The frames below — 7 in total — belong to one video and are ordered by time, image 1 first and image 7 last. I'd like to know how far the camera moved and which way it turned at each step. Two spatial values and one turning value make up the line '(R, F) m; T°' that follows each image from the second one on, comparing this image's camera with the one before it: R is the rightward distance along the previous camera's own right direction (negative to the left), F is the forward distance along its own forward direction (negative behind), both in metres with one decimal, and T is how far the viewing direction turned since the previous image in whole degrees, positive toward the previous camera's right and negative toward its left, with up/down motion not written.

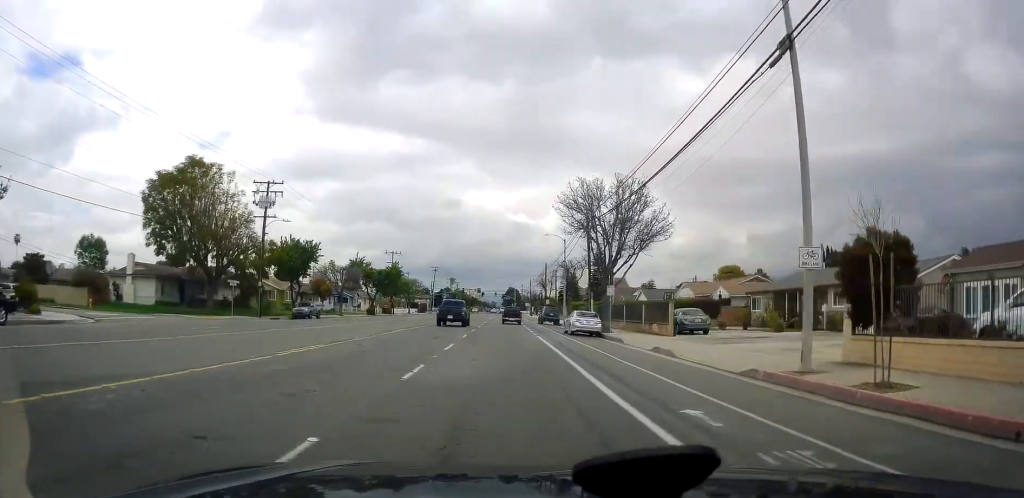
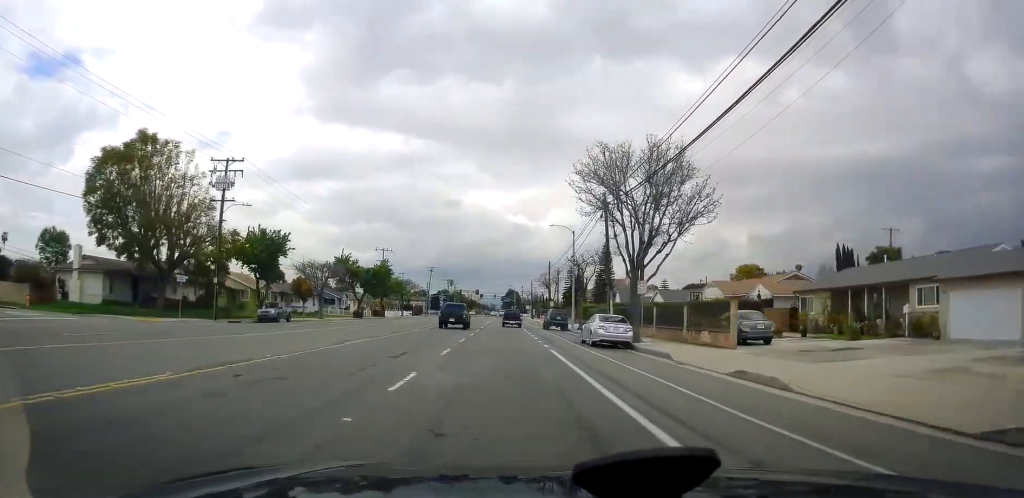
(+0.2, +8.4) m; 0°
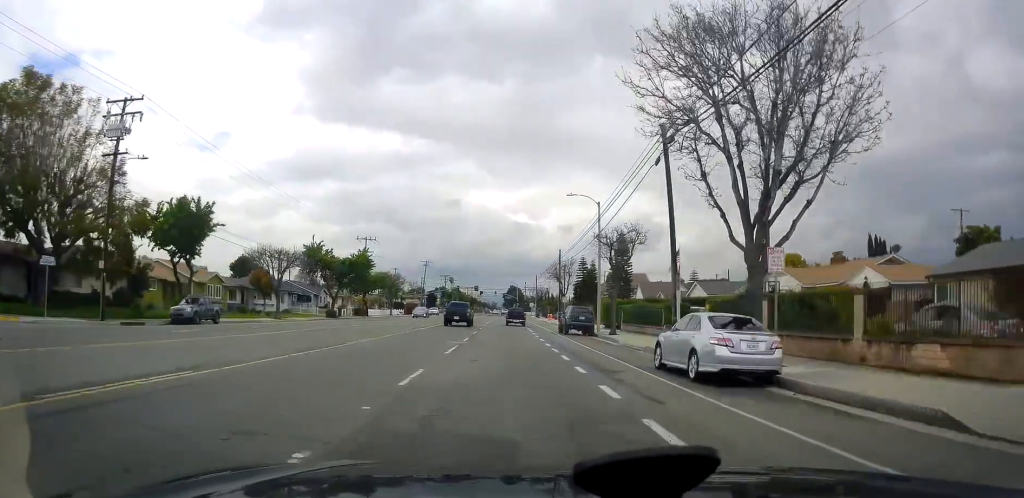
(+0.1, +14.1) m; 0°
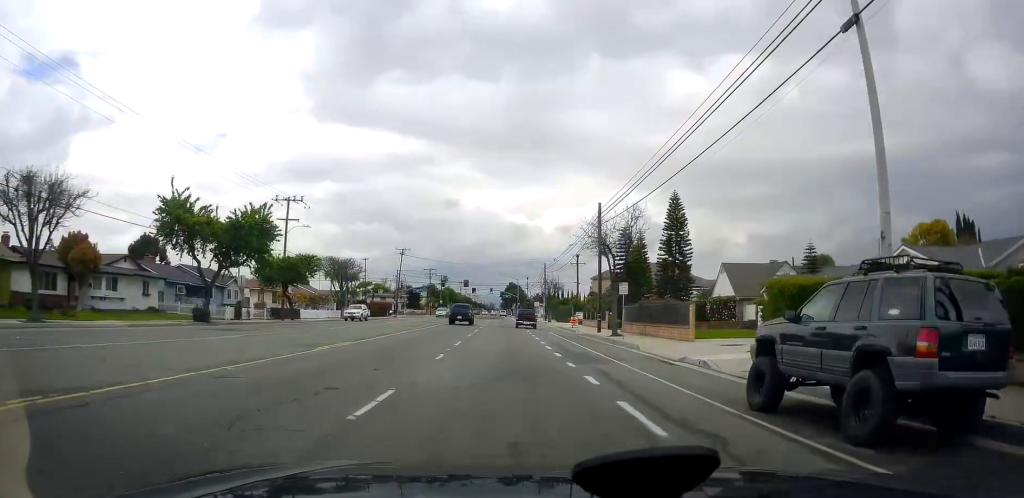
(+0.4, +32.1) m; +2°
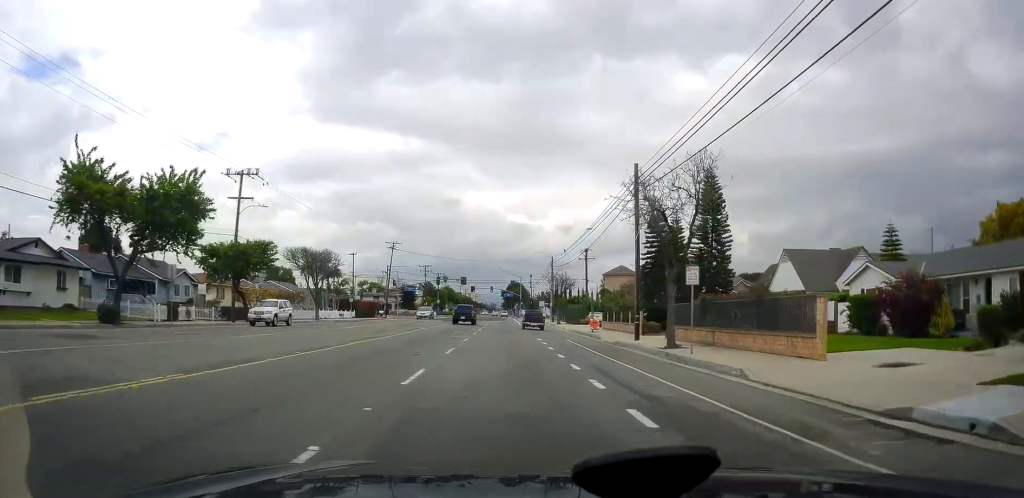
(0.0, +11.3) m; 0°
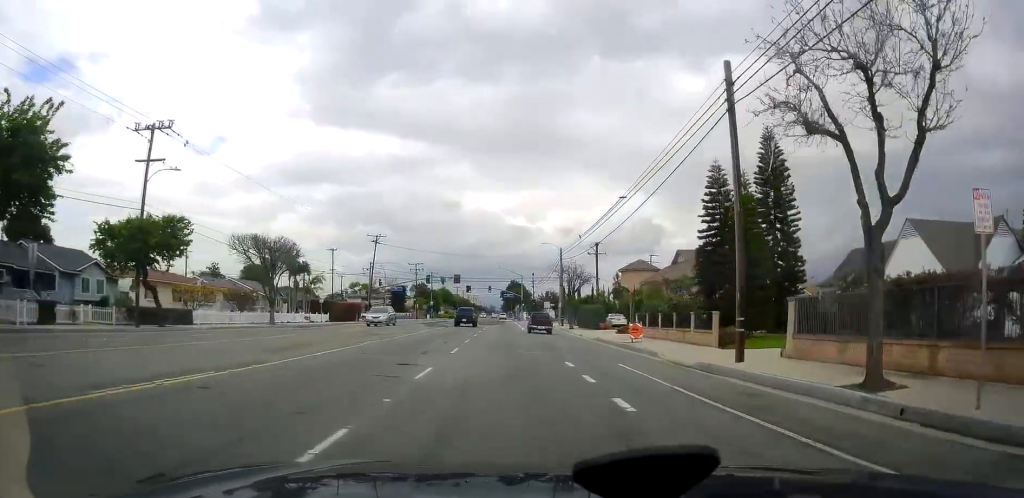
(0.0, +13.5) m; 0°
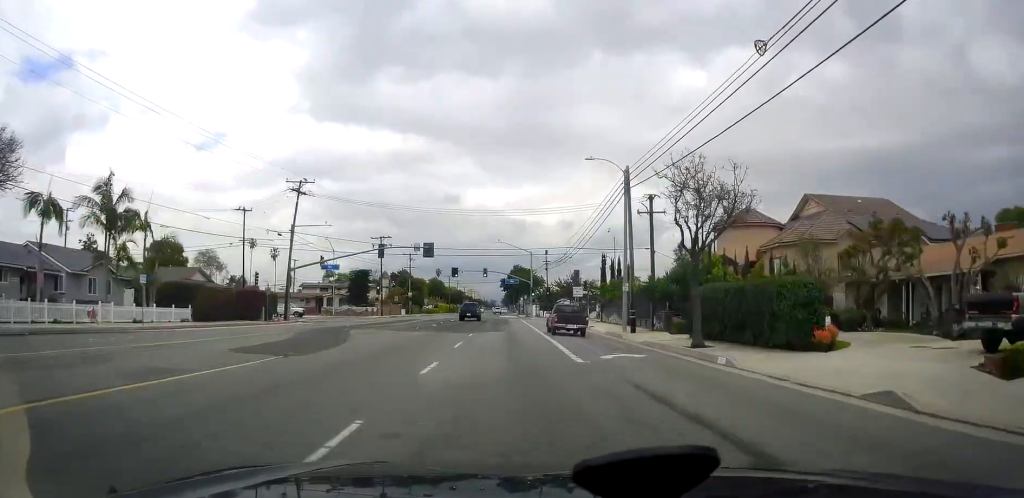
(-0.2, +36.4) m; -2°
